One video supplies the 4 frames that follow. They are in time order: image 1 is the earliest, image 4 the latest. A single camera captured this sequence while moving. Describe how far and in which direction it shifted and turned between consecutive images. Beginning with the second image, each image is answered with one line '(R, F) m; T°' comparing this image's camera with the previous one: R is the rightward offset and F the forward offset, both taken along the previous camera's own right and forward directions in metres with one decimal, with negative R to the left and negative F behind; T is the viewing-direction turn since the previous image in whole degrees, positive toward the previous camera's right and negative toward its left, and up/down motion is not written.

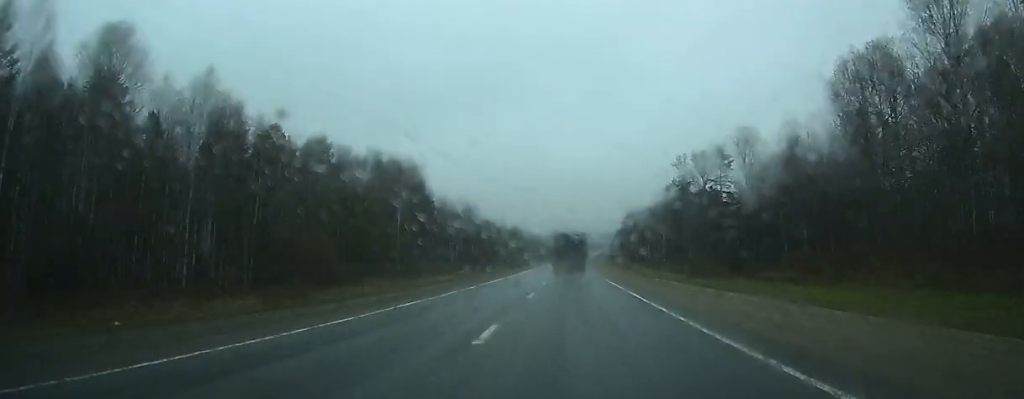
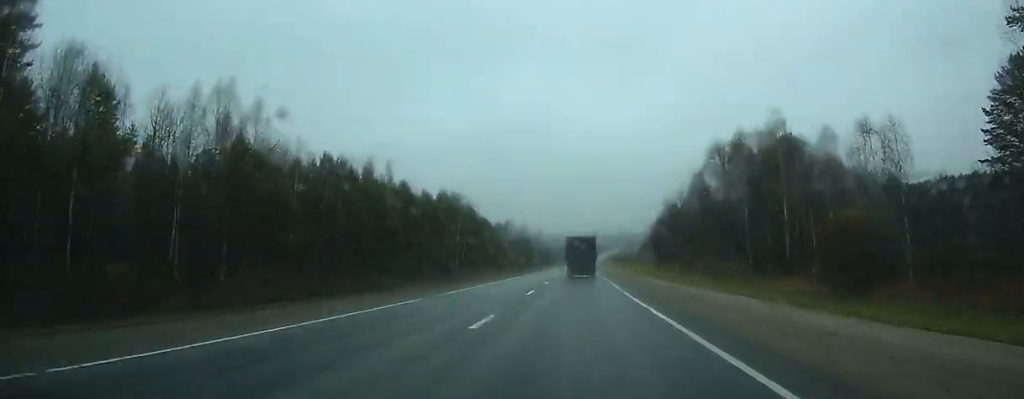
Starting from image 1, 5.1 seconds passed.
(+0.4, +139.4) m; +1°
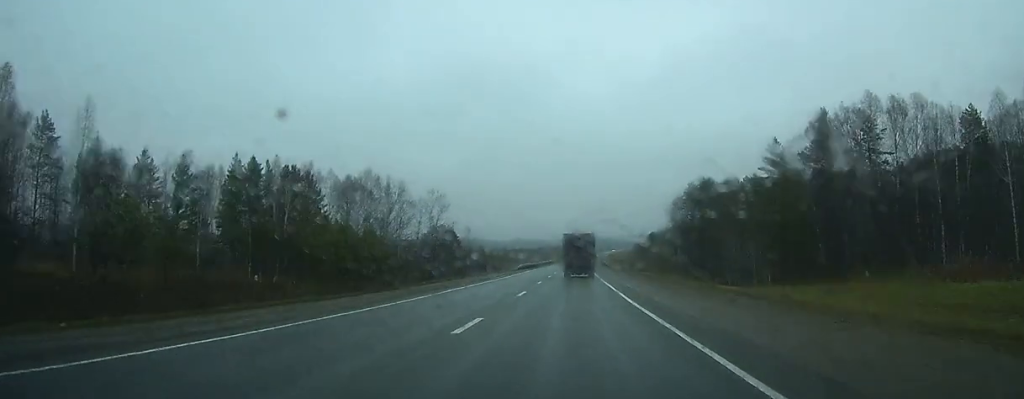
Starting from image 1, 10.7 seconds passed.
(+4.2, +157.5) m; +3°
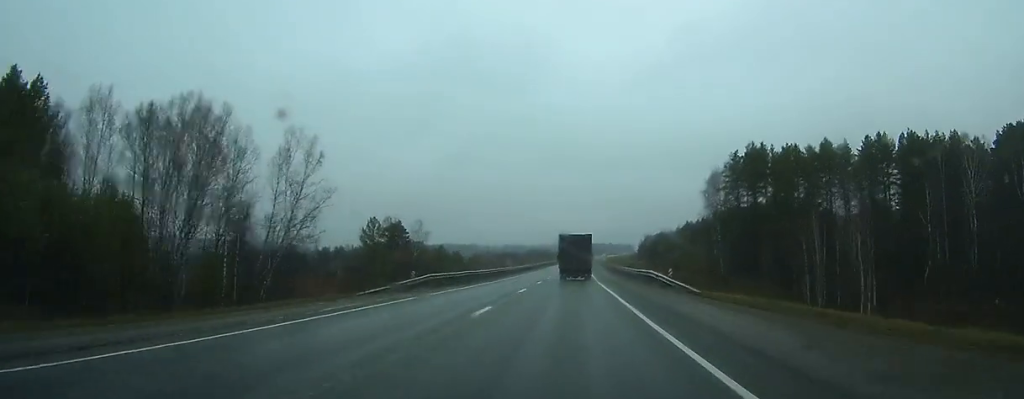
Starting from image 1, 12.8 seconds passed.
(+0.5, +54.5) m; +1°
